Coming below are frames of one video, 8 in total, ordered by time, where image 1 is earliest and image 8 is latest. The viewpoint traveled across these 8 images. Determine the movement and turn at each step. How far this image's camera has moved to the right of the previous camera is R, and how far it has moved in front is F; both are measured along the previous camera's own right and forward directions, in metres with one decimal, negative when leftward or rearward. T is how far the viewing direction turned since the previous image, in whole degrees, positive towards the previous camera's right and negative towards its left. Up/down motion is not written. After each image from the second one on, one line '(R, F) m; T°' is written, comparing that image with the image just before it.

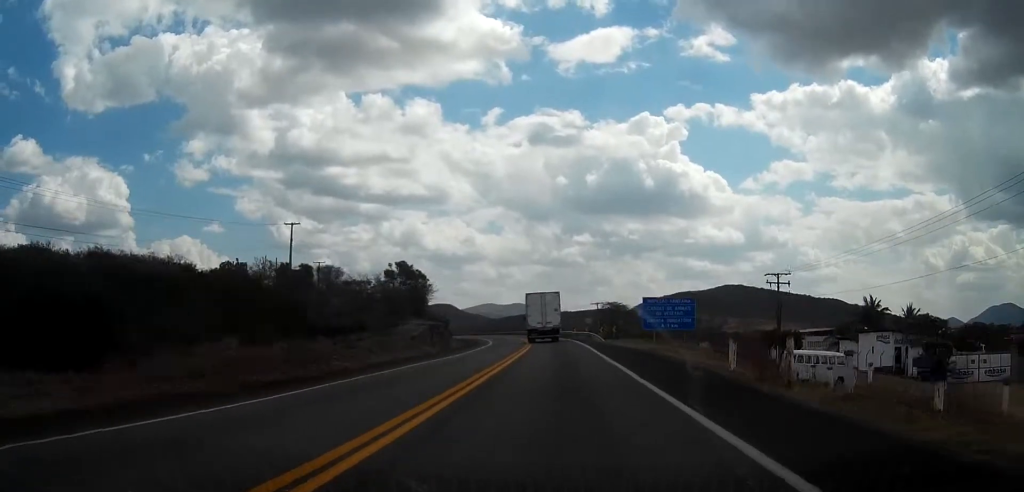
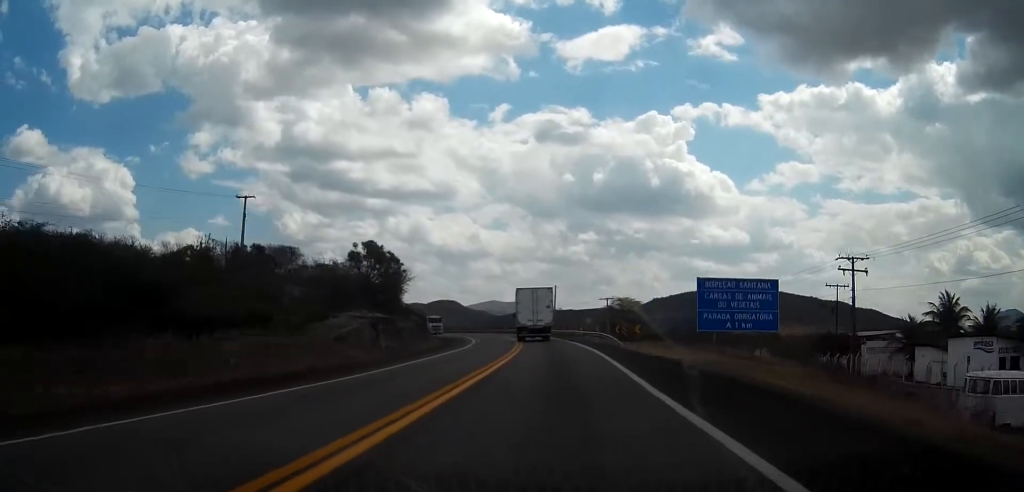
(0.0, +18.1) m; 0°
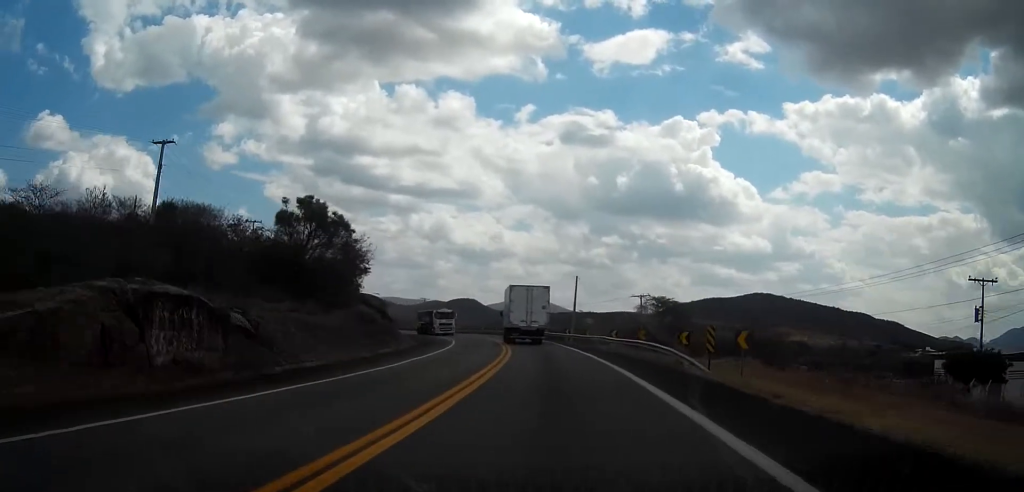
(-0.1, +25.1) m; -1°
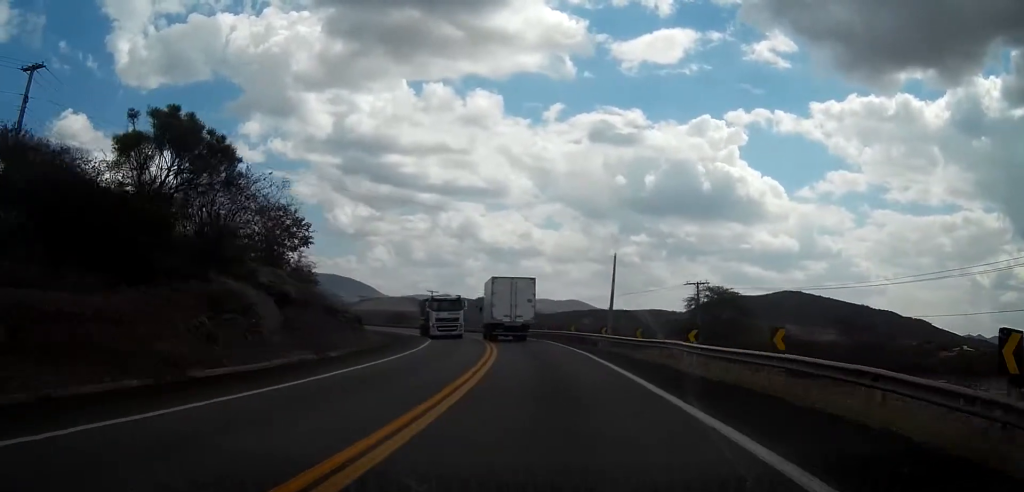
(-0.3, +23.8) m; -2°
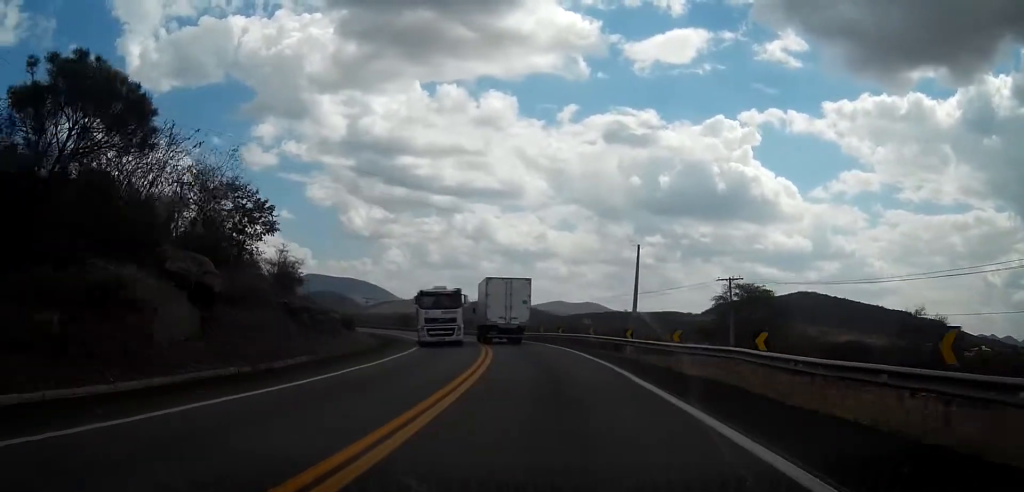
(0.0, +8.6) m; -1°
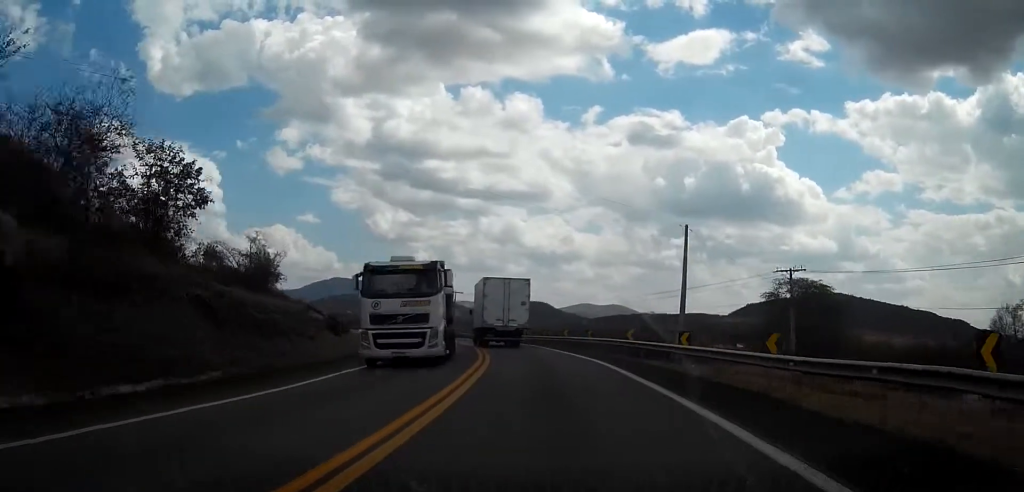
(-0.3, +11.3) m; -2°
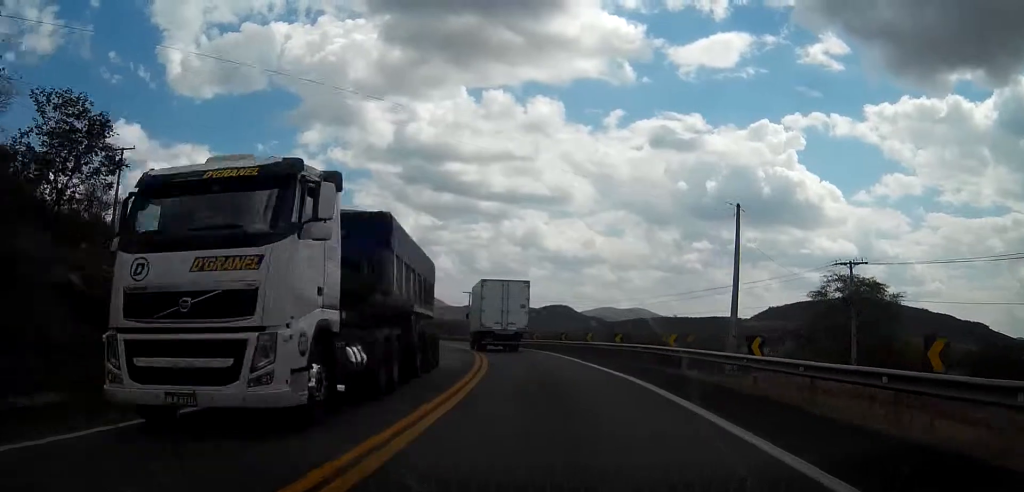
(0.0, +8.5) m; -2°
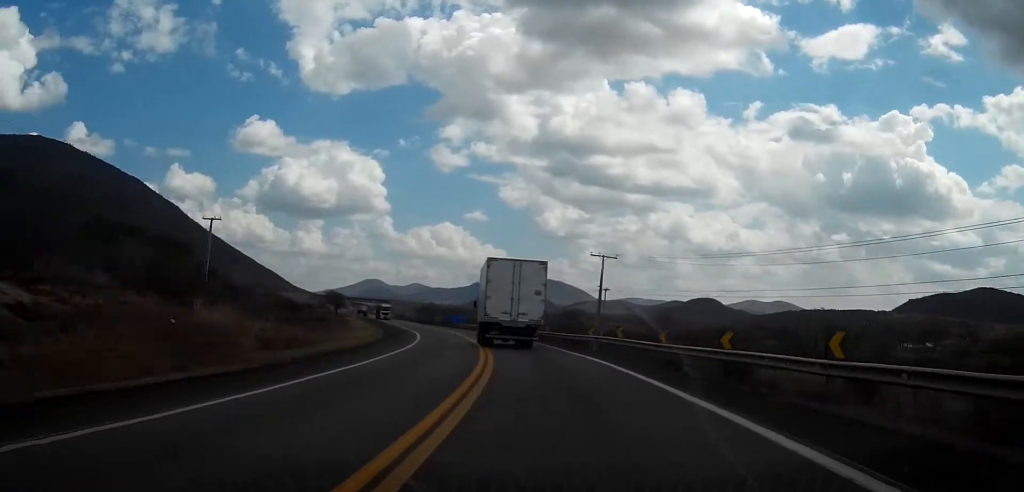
(-4.9, +47.2) m; -12°
